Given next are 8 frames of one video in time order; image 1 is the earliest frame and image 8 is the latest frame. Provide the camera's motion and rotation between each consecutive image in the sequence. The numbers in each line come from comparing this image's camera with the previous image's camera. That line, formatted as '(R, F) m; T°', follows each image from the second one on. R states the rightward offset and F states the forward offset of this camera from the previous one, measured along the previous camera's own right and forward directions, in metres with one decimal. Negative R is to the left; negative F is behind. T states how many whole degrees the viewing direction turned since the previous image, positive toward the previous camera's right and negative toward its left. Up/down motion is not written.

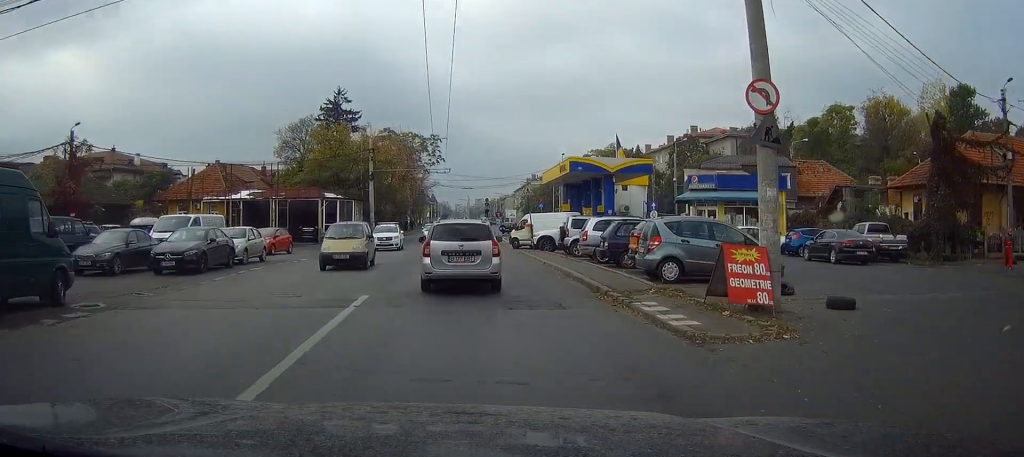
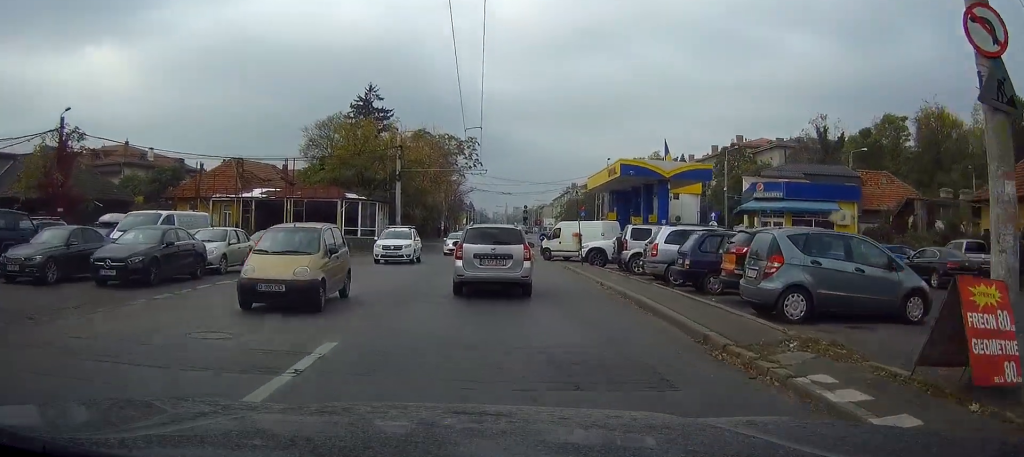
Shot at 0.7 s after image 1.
(-0.2, +5.5) m; -2°
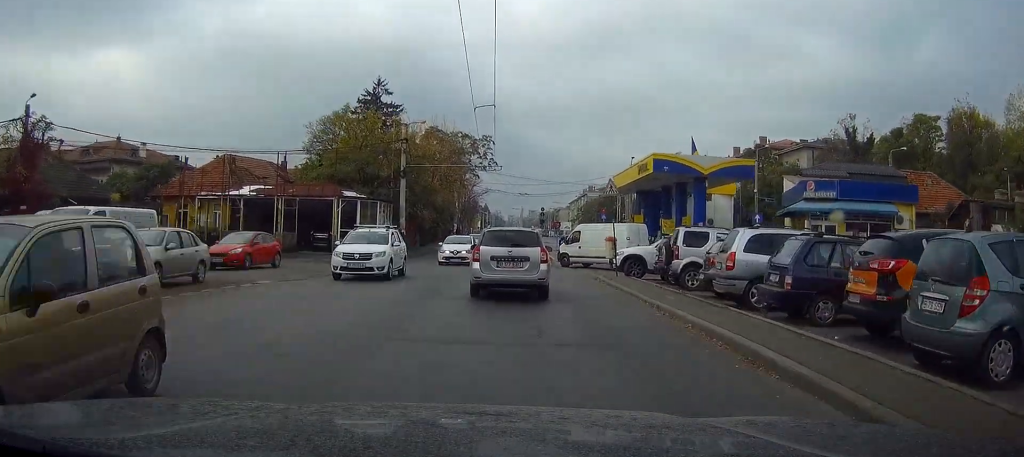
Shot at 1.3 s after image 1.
(0.0, +5.2) m; -1°
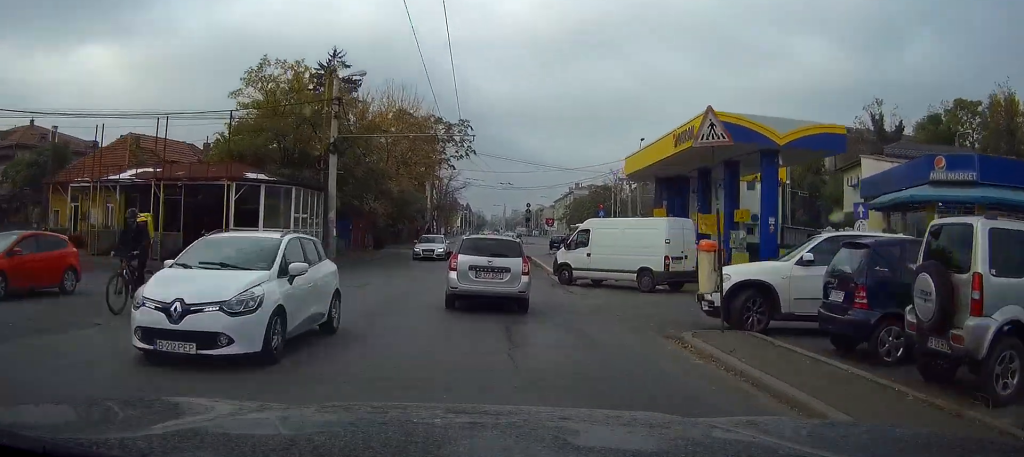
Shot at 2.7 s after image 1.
(-0.4, +14.1) m; -3°
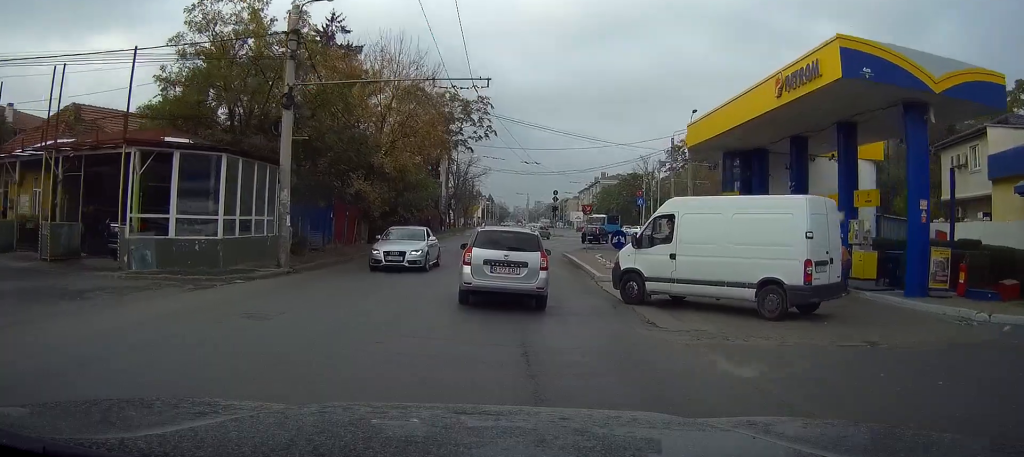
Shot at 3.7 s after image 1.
(-0.1, +9.8) m; -1°
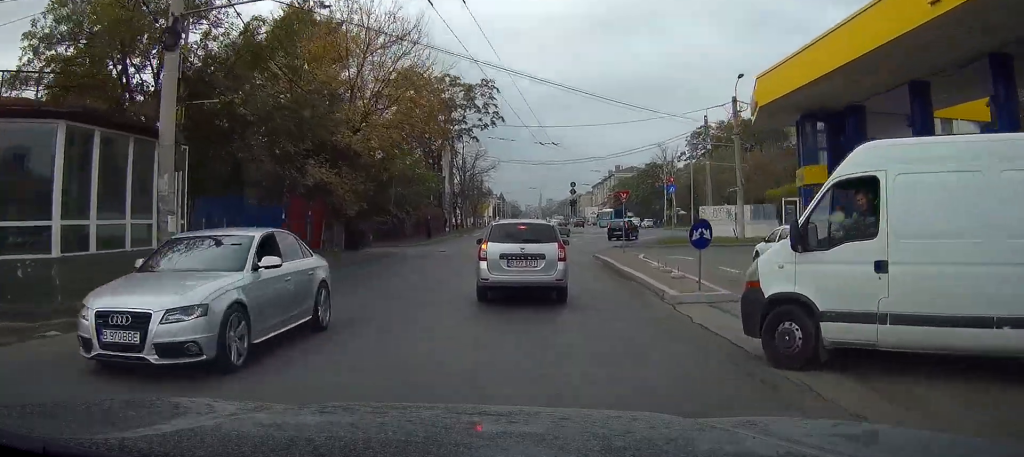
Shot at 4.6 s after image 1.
(-0.1, +8.8) m; -1°
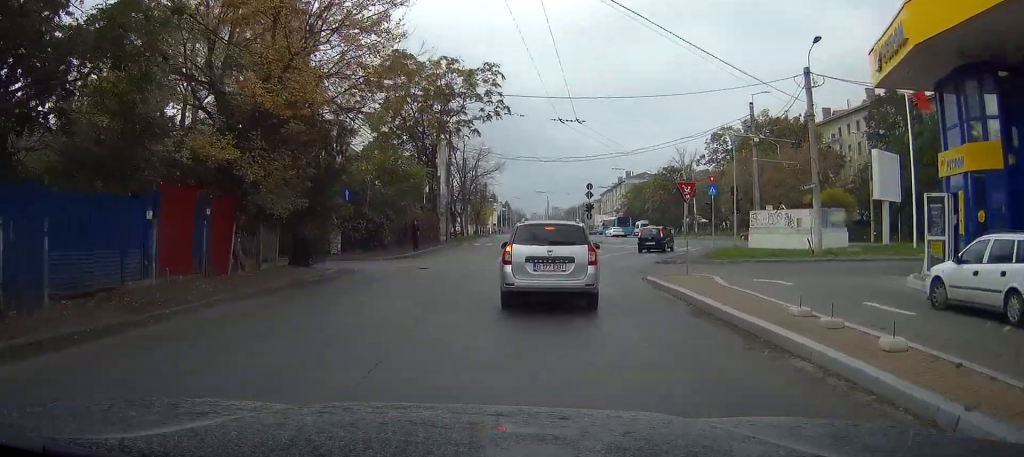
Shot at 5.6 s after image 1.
(-0.1, +10.2) m; -1°
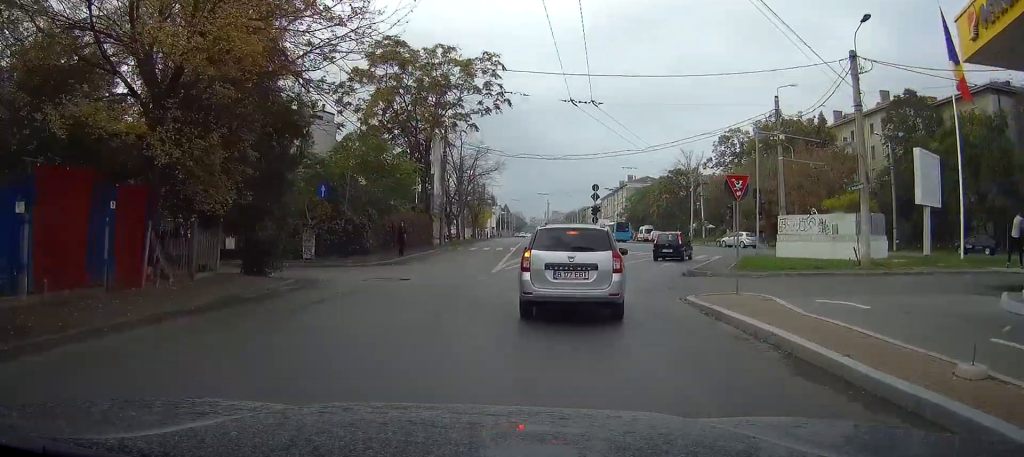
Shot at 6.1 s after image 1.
(-0.1, +4.8) m; 0°
